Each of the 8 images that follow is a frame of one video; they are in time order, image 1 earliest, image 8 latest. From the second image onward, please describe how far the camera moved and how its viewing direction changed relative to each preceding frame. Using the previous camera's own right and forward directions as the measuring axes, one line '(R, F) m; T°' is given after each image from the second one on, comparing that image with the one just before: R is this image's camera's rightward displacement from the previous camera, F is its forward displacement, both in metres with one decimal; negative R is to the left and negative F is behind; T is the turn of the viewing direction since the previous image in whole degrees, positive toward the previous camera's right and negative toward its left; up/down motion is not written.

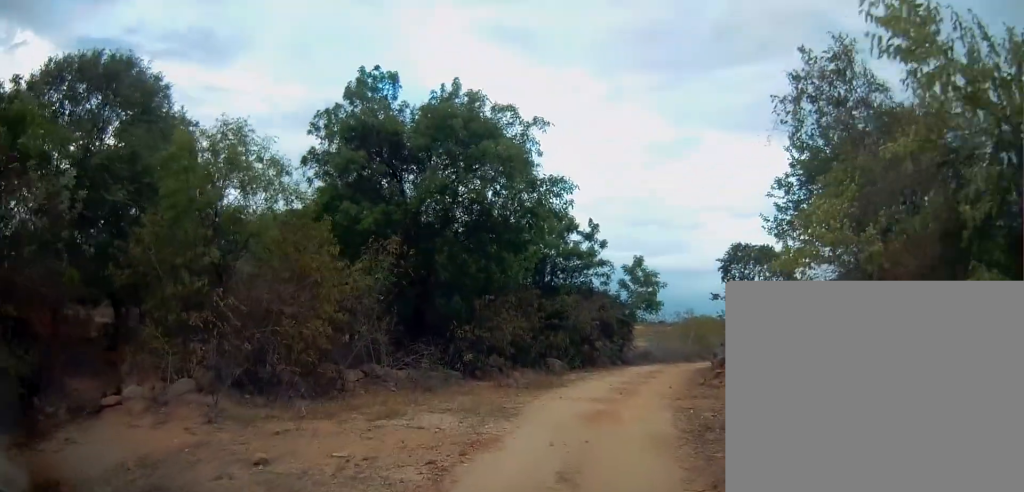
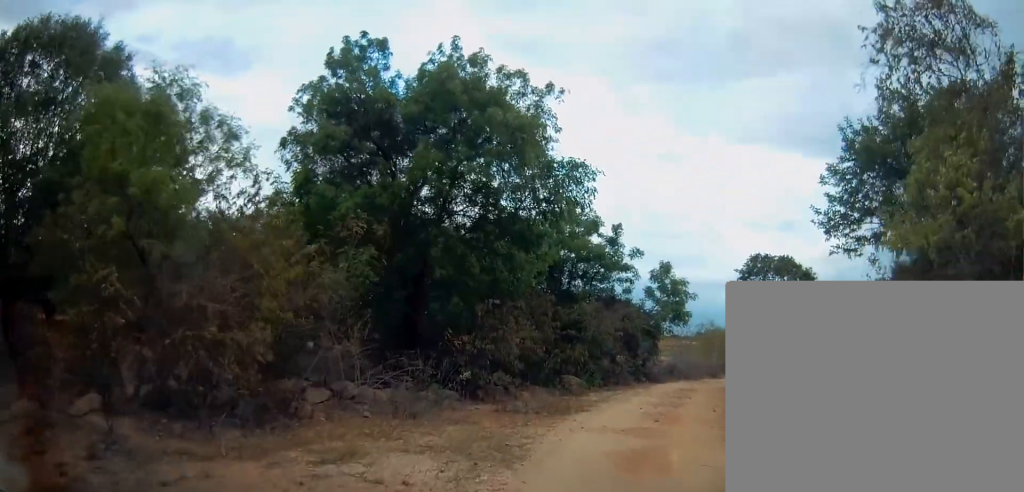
(0.0, +2.7) m; +1°
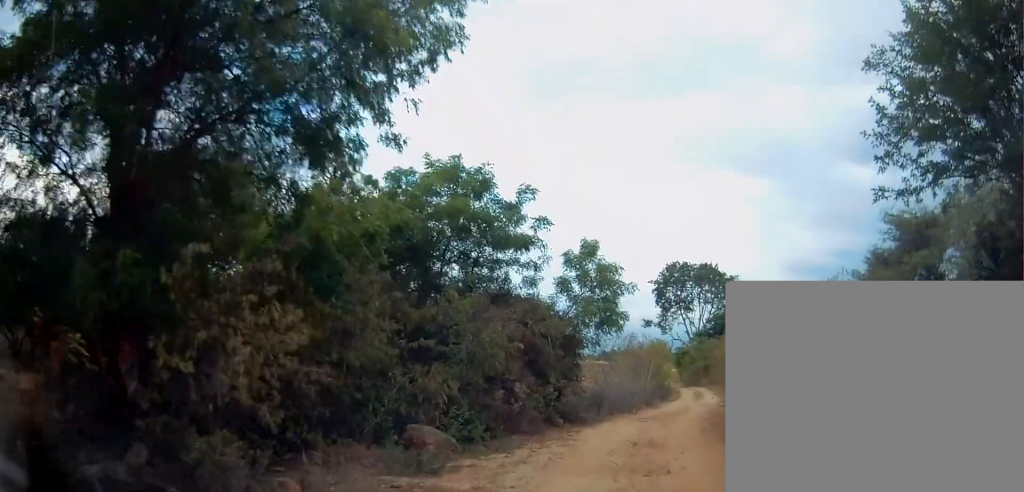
(+0.9, +7.3) m; +14°
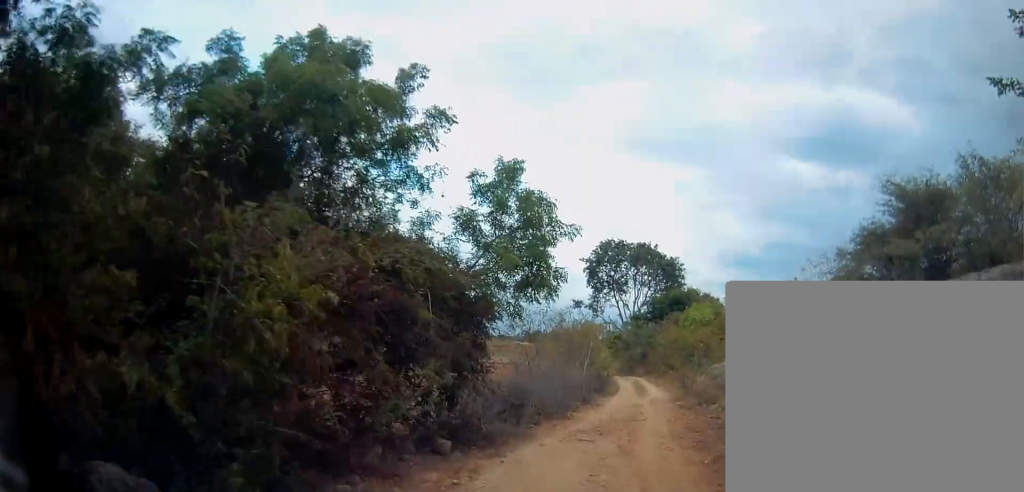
(0.0, +5.3) m; +3°
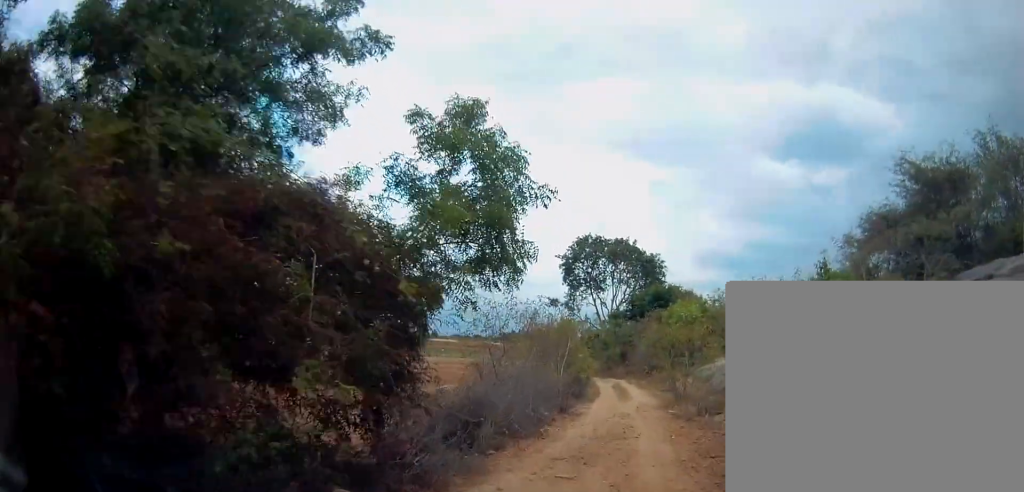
(0.0, +2.7) m; +5°
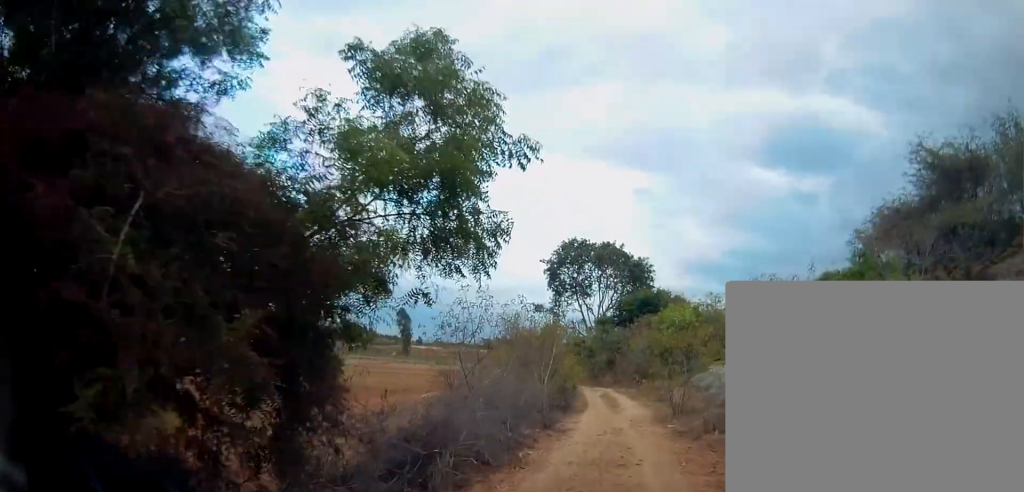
(+0.2, +2.1) m; +4°
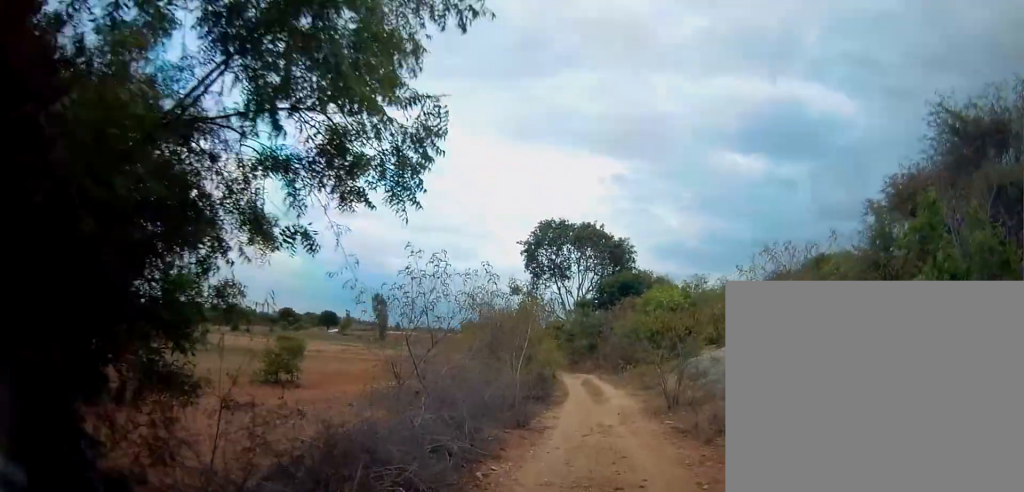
(+0.1, +2.5) m; -1°
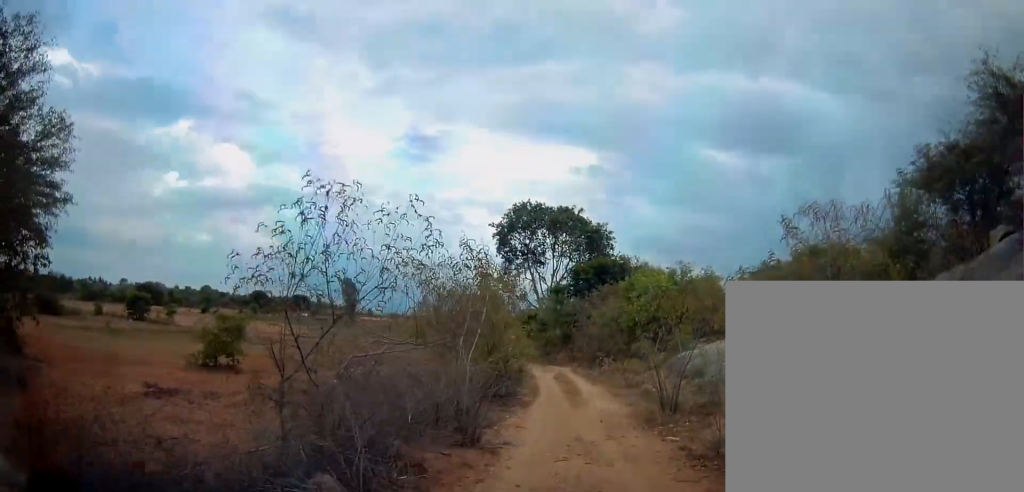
(-0.1, +3.2) m; 0°
